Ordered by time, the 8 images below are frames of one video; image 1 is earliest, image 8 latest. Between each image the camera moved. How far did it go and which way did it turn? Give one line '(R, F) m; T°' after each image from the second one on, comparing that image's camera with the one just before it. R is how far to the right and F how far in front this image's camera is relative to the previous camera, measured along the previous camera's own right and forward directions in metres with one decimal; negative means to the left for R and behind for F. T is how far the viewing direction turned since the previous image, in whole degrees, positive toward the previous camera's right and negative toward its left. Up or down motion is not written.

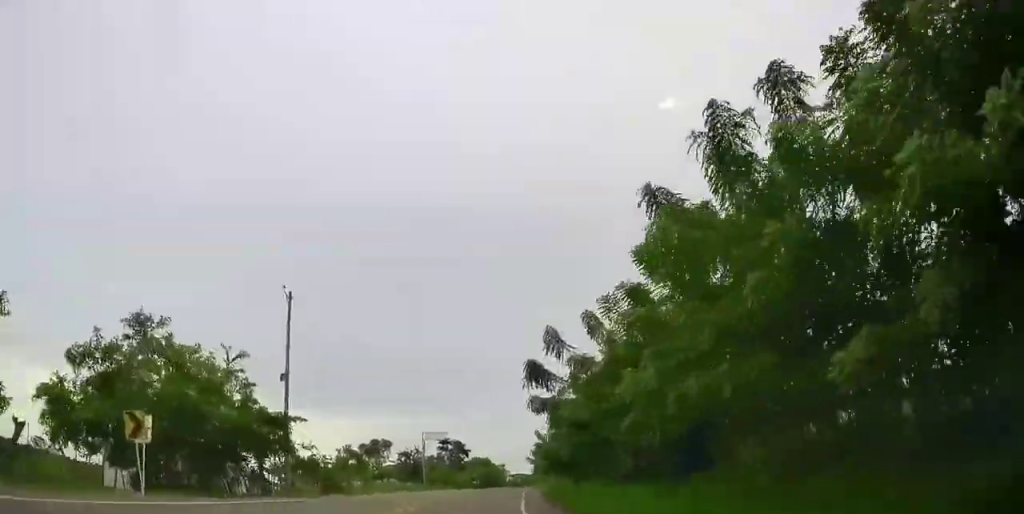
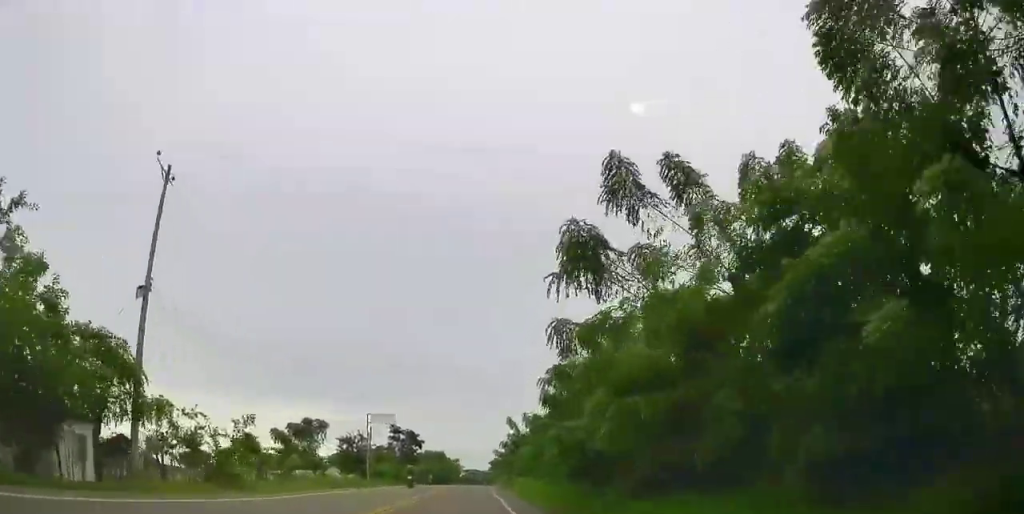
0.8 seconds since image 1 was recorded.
(+0.4, +12.5) m; +7°
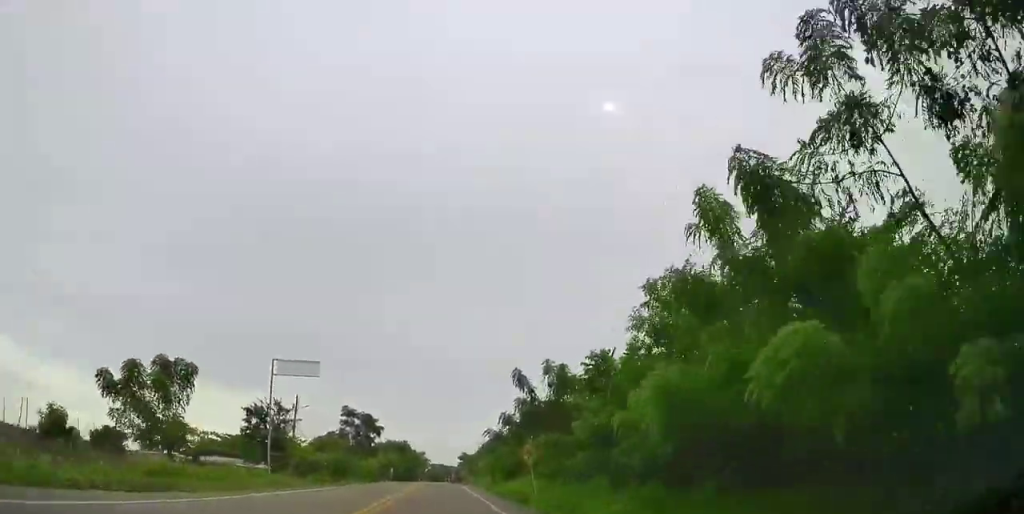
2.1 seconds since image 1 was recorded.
(+2.5, +21.4) m; +10°
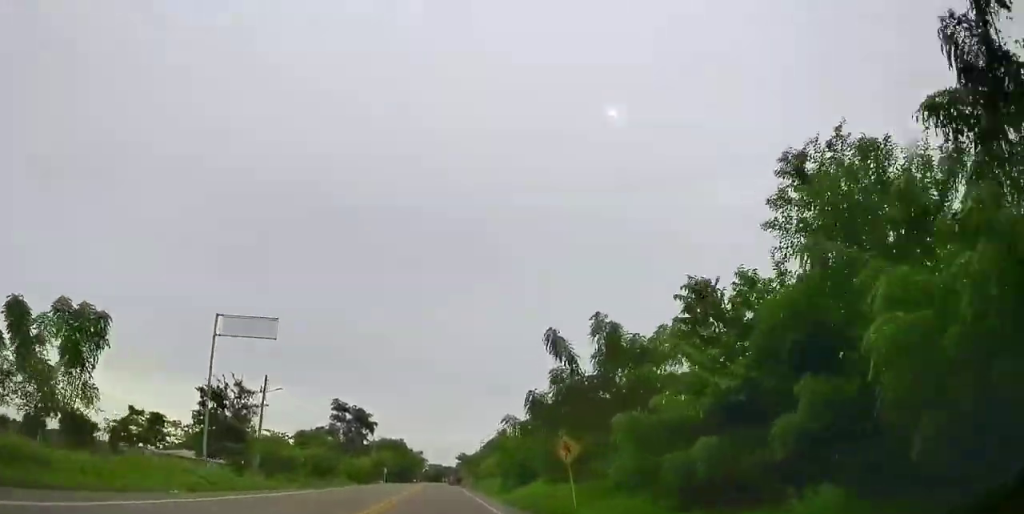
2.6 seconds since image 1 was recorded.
(-0.1, +8.2) m; +3°
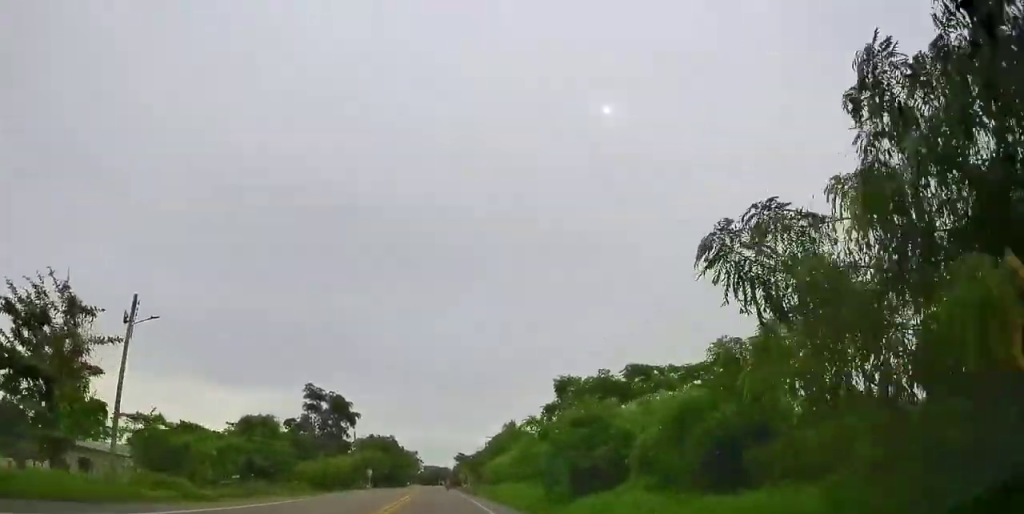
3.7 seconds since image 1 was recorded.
(+1.0, +16.2) m; +5°
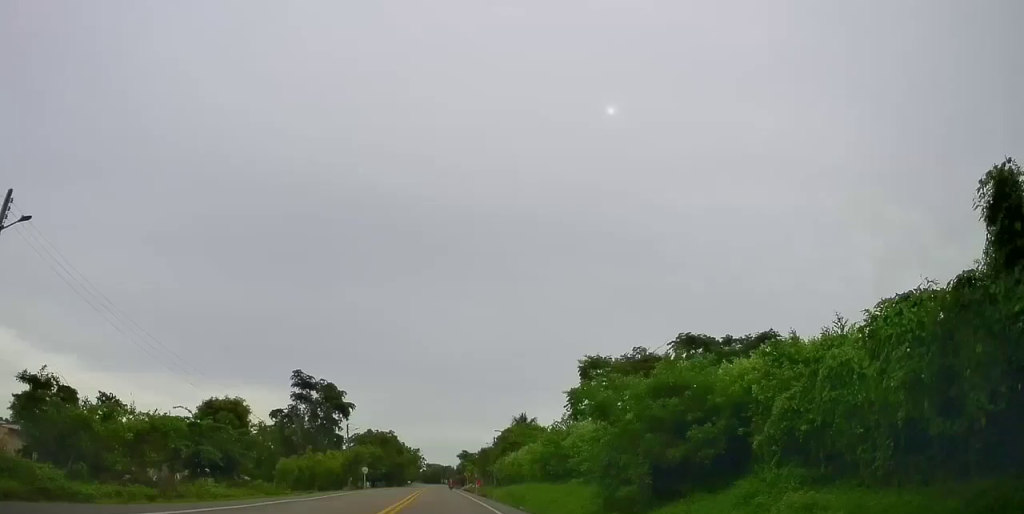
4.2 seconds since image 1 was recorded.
(+0.1, +7.5) m; +1°
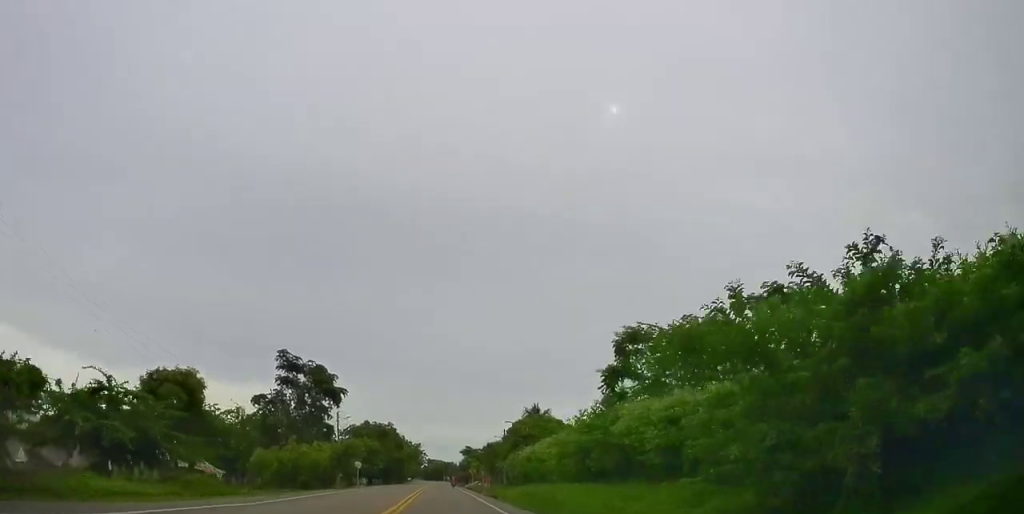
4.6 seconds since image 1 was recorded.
(+0.1, +7.5) m; 0°
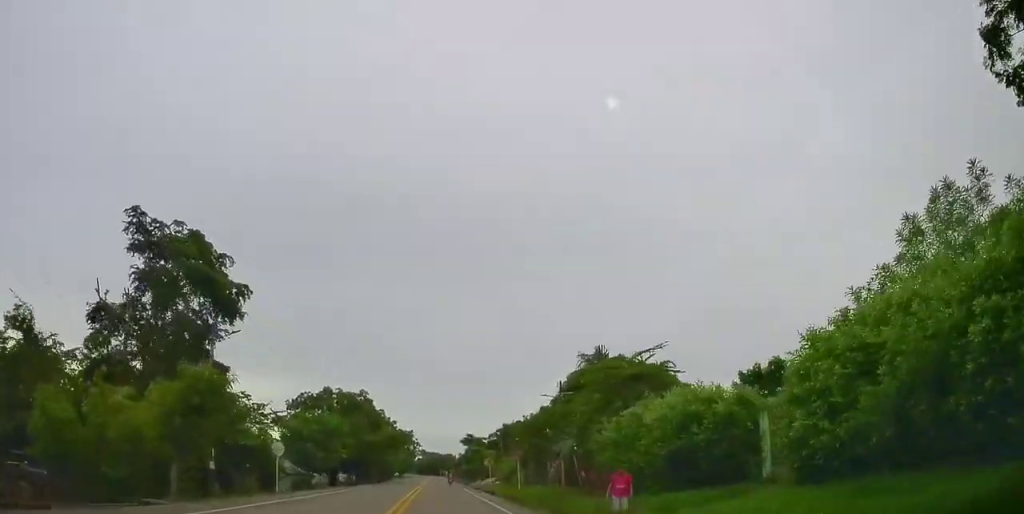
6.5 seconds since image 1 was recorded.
(-0.2, +29.0) m; 0°
